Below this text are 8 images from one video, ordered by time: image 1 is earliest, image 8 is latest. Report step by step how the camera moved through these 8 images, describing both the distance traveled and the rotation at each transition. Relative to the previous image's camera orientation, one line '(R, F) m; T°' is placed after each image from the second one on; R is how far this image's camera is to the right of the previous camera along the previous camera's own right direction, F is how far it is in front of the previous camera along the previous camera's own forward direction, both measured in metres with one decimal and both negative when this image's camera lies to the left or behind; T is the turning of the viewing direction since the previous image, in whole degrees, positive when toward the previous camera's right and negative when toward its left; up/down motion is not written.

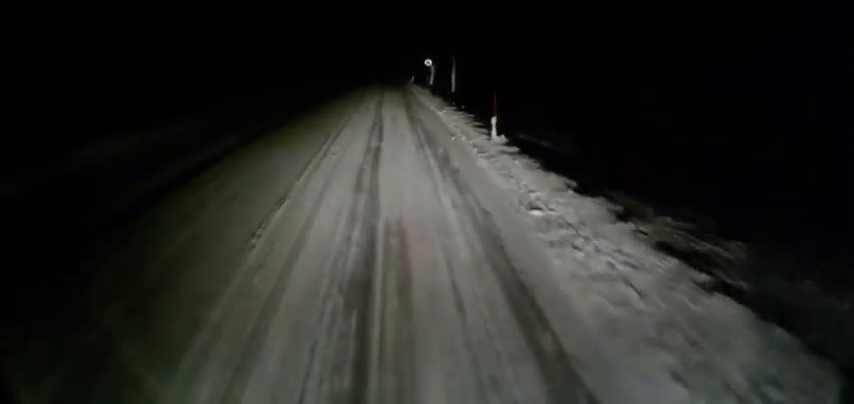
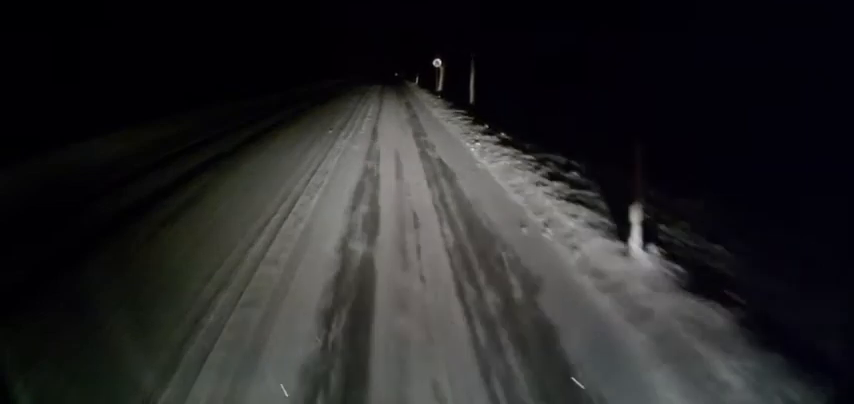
(0.0, +7.9) m; 0°
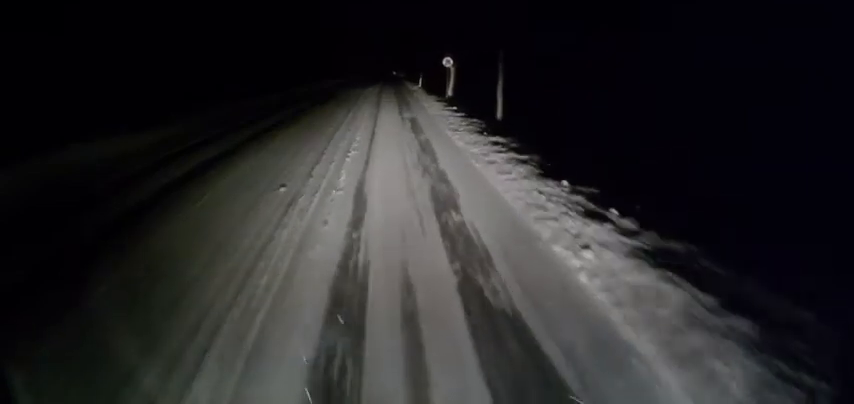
(0.0, +7.6) m; 0°
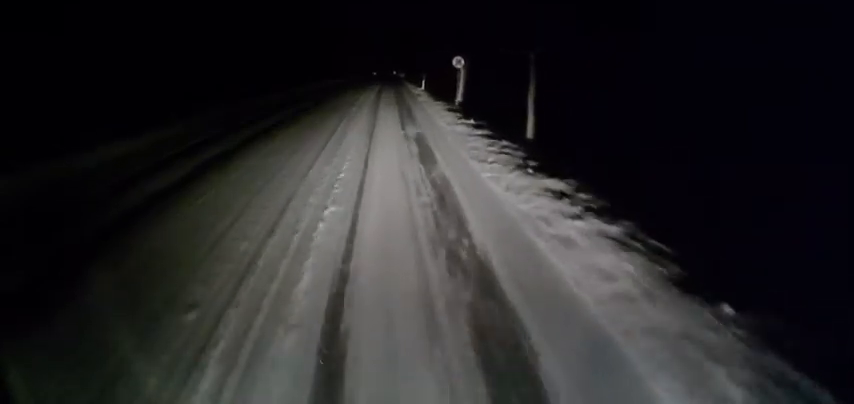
(0.0, +5.1) m; 0°
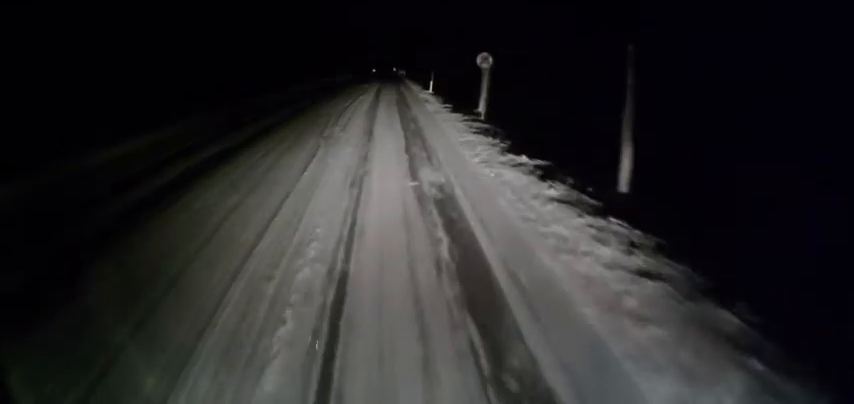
(-0.1, +7.4) m; 0°
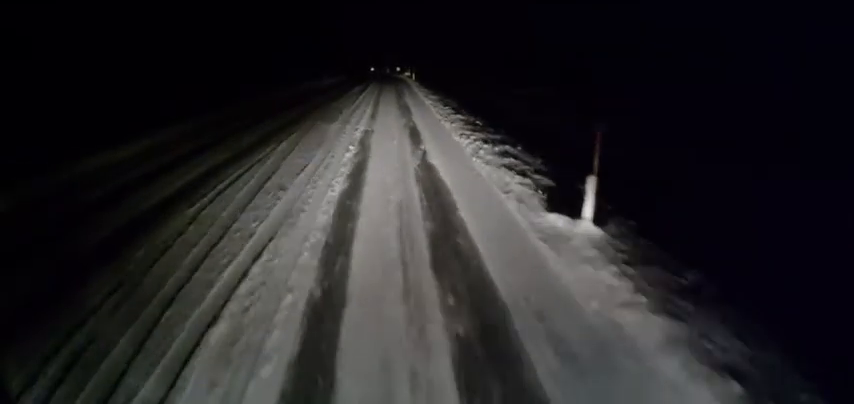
(+0.3, +26.6) m; 0°
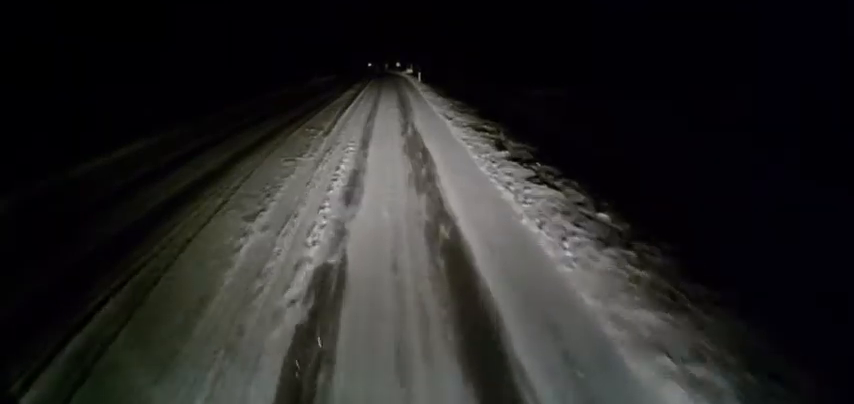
(+0.1, +12.6) m; 0°
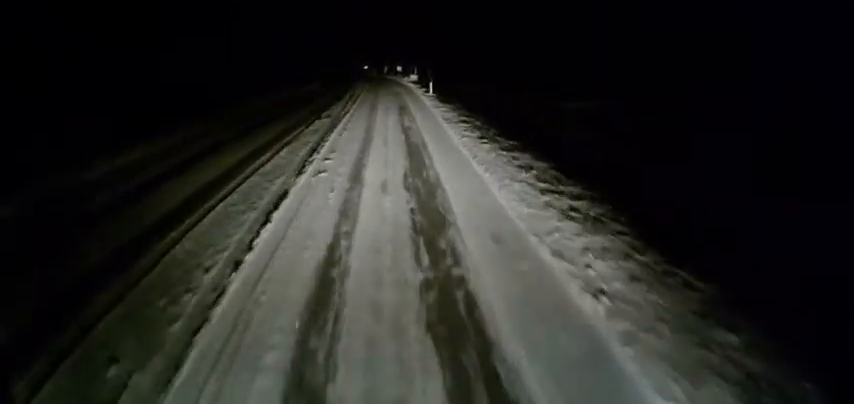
(-0.2, +13.8) m; 0°
